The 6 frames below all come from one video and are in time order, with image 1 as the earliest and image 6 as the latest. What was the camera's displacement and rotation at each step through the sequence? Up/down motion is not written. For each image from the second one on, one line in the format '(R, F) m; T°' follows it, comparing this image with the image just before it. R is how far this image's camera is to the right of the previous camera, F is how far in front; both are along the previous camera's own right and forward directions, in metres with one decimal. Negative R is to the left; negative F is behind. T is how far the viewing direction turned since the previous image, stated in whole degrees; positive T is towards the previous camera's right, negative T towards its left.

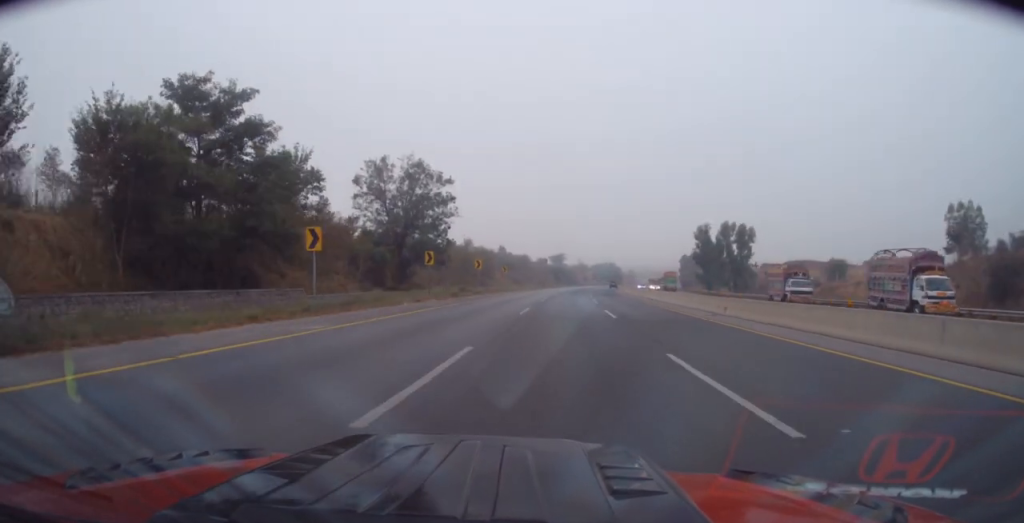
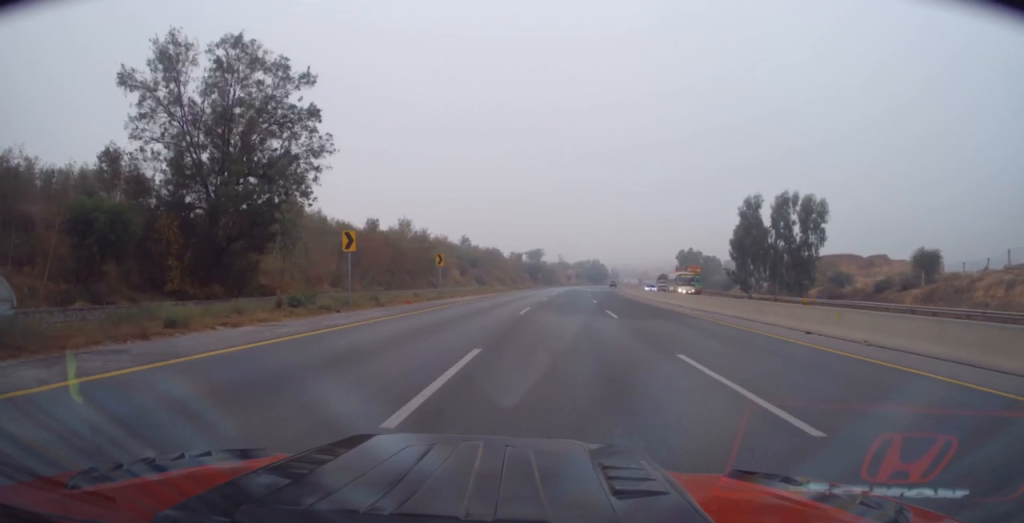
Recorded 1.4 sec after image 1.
(+1.1, +35.8) m; +3°
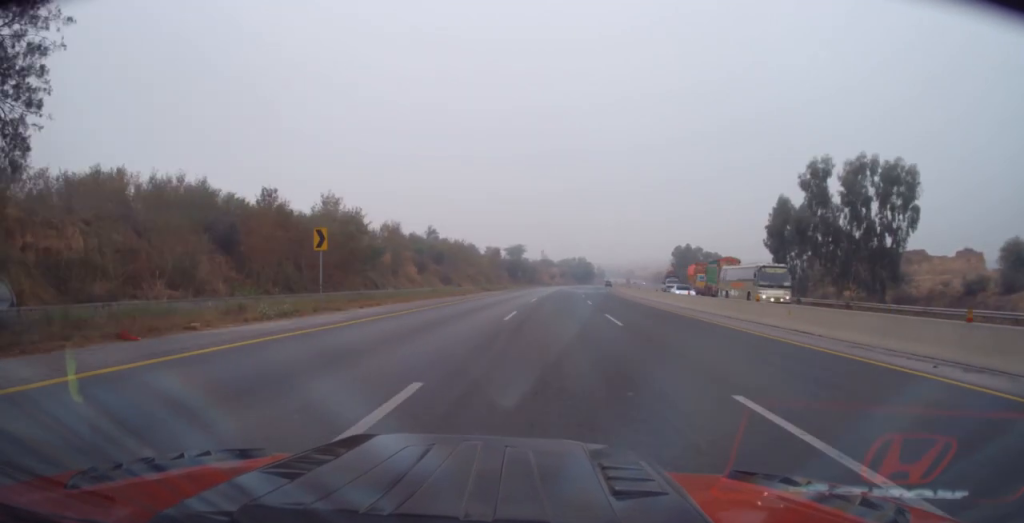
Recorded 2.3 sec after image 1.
(-0.1, +22.2) m; +1°
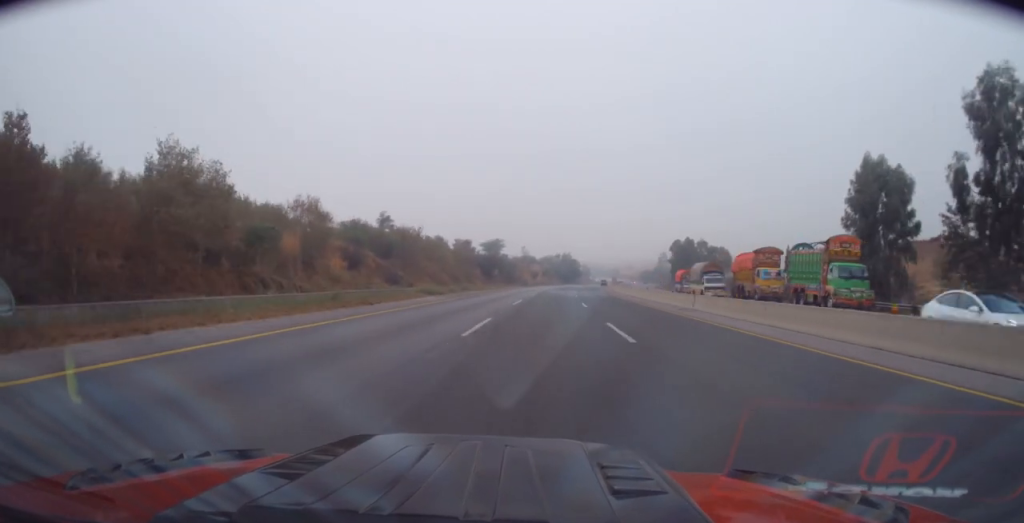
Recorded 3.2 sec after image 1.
(+0.4, +24.0) m; +1°
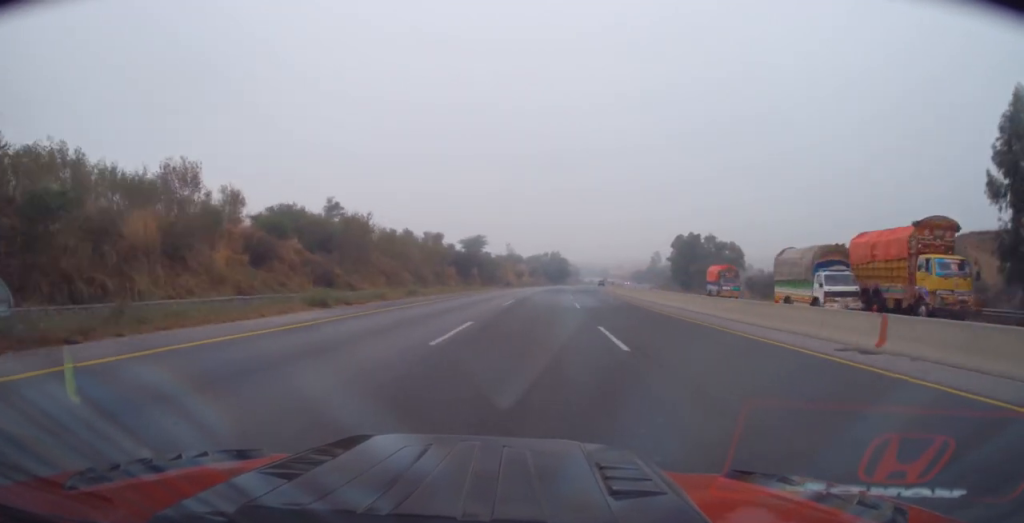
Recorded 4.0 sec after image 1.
(+0.2, +19.7) m; +1°
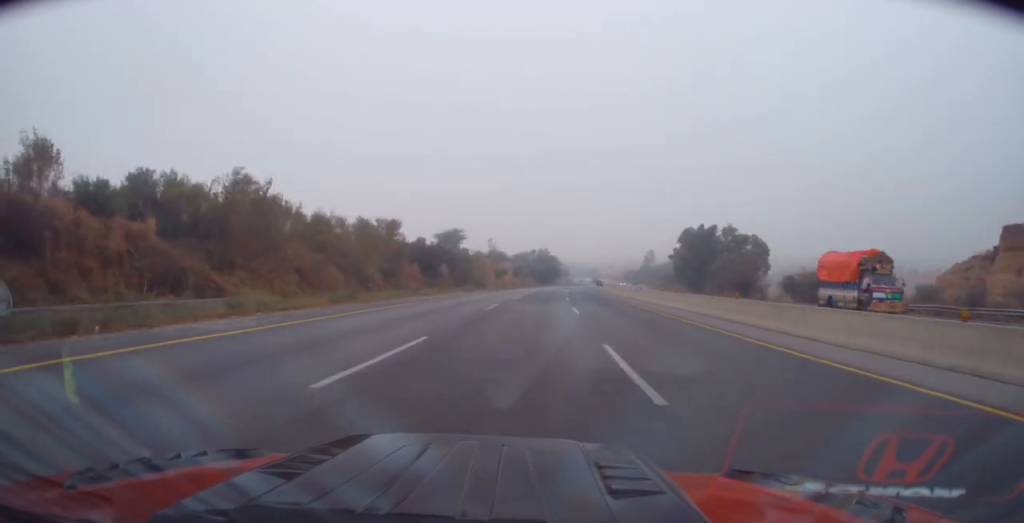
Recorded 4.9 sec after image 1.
(+0.2, +23.1) m; +1°
